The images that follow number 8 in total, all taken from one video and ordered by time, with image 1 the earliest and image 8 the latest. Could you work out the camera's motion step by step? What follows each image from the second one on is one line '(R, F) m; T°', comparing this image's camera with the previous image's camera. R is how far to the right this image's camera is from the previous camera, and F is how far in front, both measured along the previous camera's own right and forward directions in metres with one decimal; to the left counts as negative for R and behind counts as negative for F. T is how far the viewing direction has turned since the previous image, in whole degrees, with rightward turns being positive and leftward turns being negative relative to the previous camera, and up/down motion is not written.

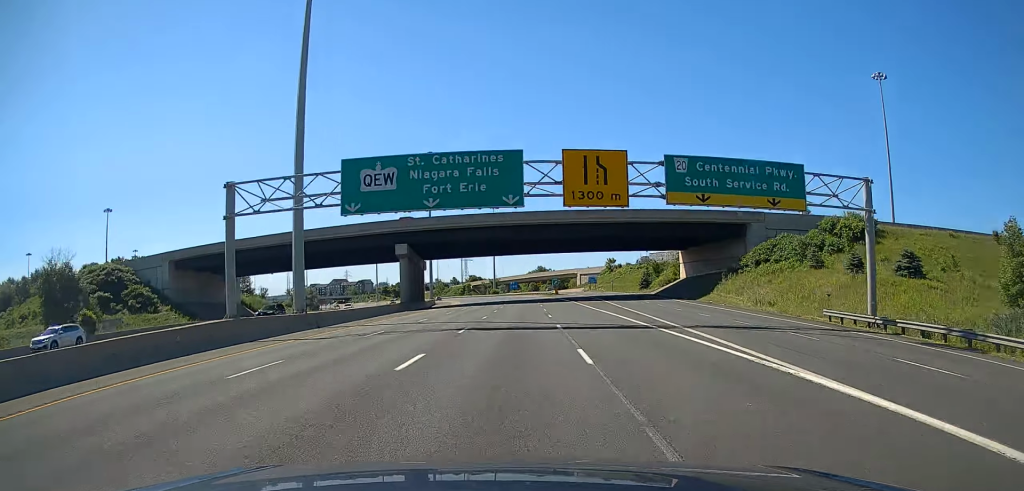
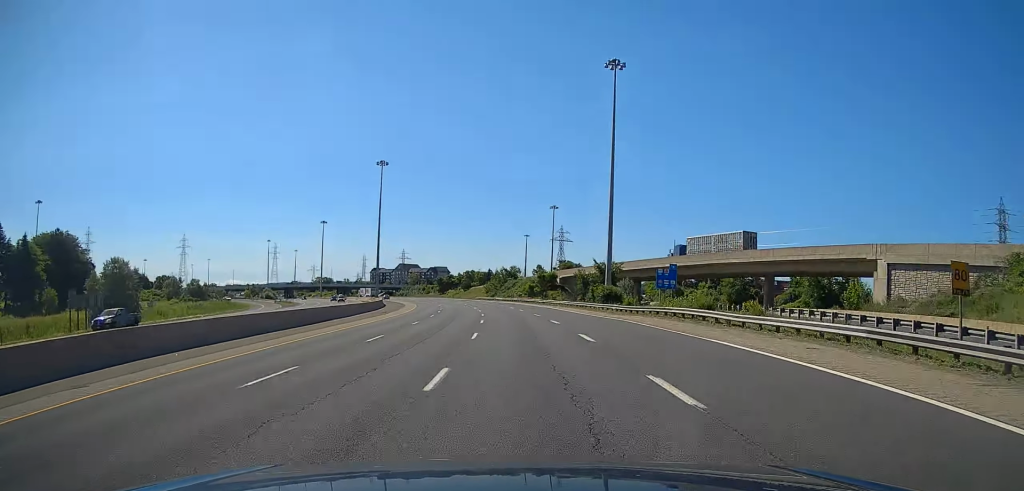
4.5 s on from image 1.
(-23.9, +223.0) m; -14°
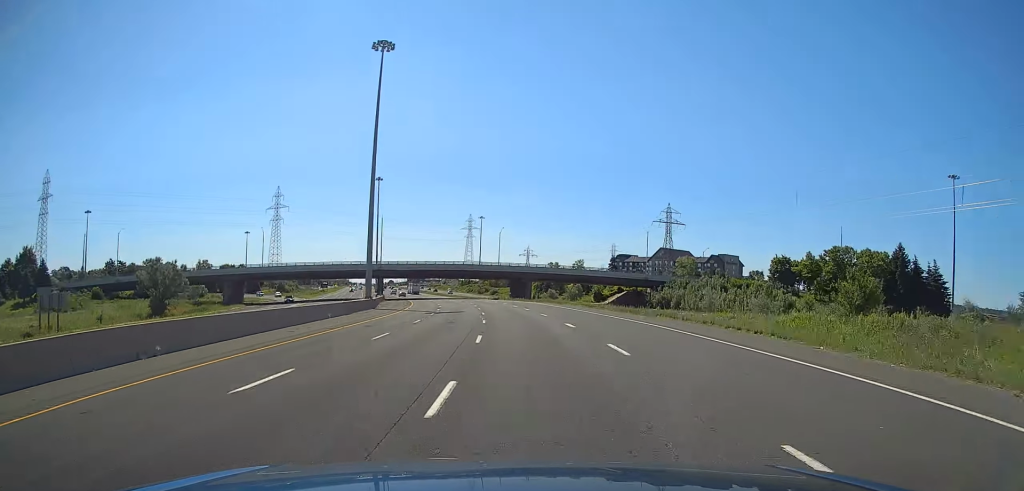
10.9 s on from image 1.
(-53.9, +280.3) m; -19°
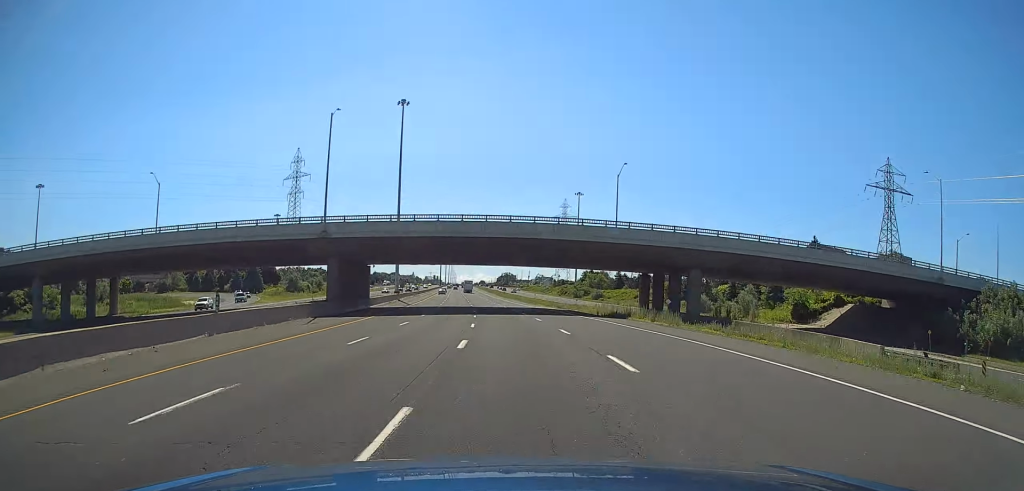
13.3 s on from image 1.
(-4.8, +58.9) m; -2°
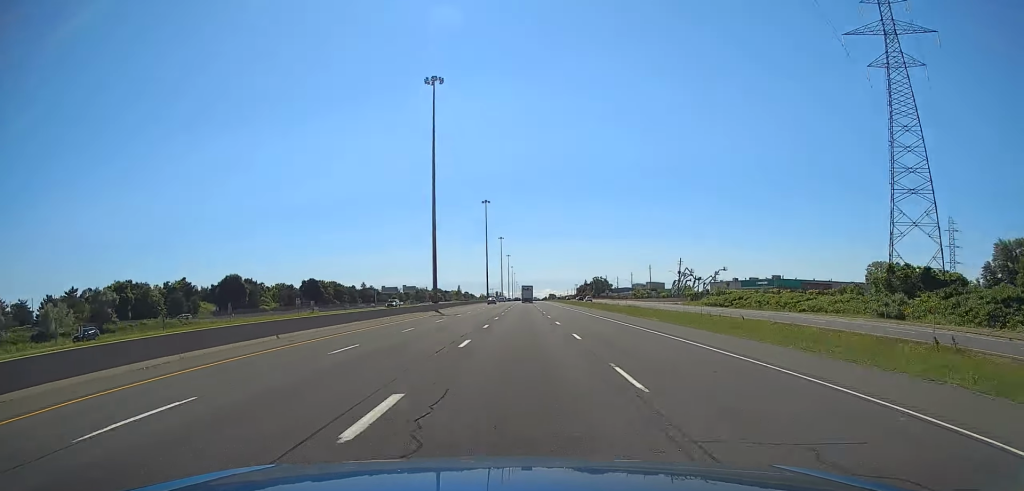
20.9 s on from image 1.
(-9.7, +210.0) m; -3°
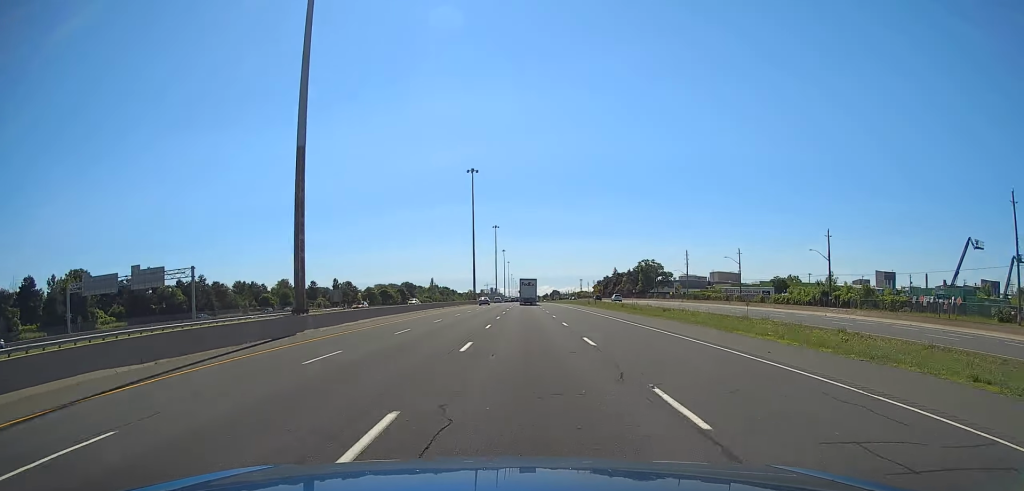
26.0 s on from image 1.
(+0.4, +166.3) m; 0°
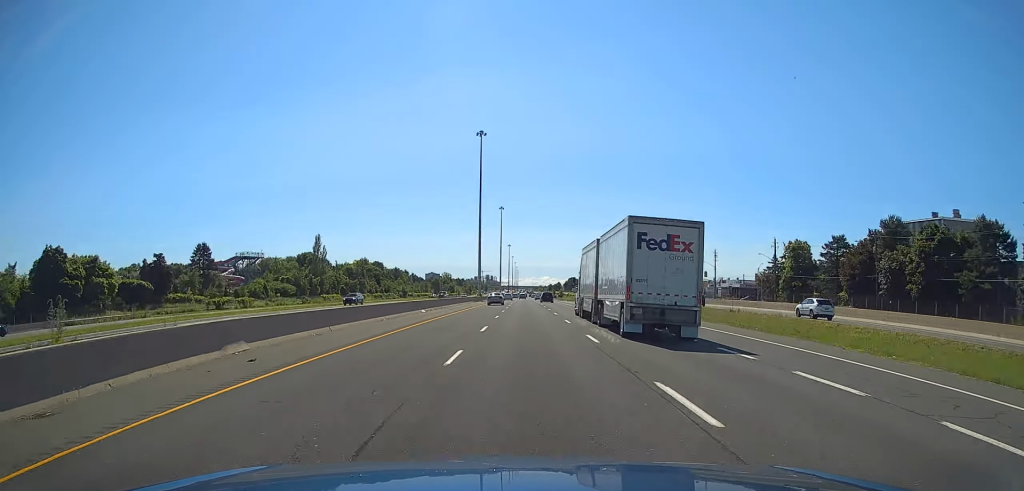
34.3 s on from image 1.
(+0.9, +283.0) m; +1°
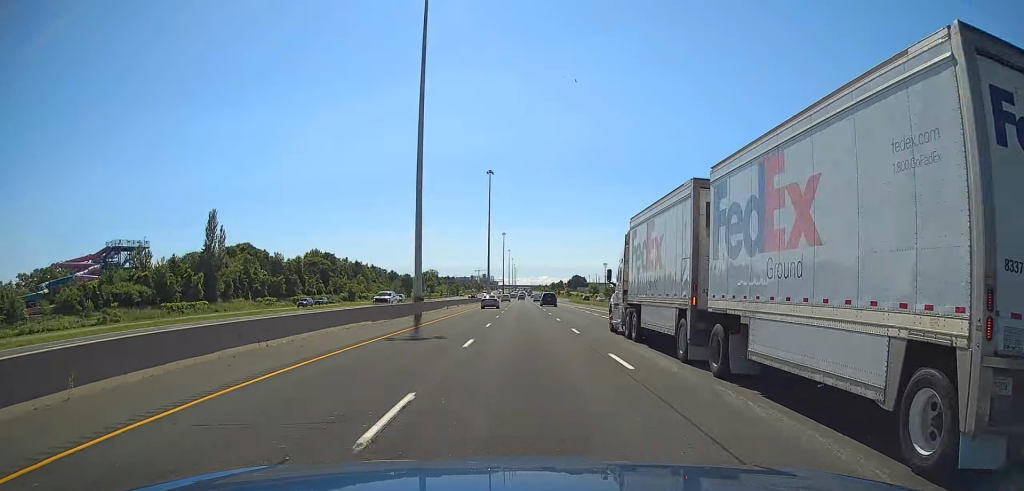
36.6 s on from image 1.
(+0.1, +76.0) m; 0°
